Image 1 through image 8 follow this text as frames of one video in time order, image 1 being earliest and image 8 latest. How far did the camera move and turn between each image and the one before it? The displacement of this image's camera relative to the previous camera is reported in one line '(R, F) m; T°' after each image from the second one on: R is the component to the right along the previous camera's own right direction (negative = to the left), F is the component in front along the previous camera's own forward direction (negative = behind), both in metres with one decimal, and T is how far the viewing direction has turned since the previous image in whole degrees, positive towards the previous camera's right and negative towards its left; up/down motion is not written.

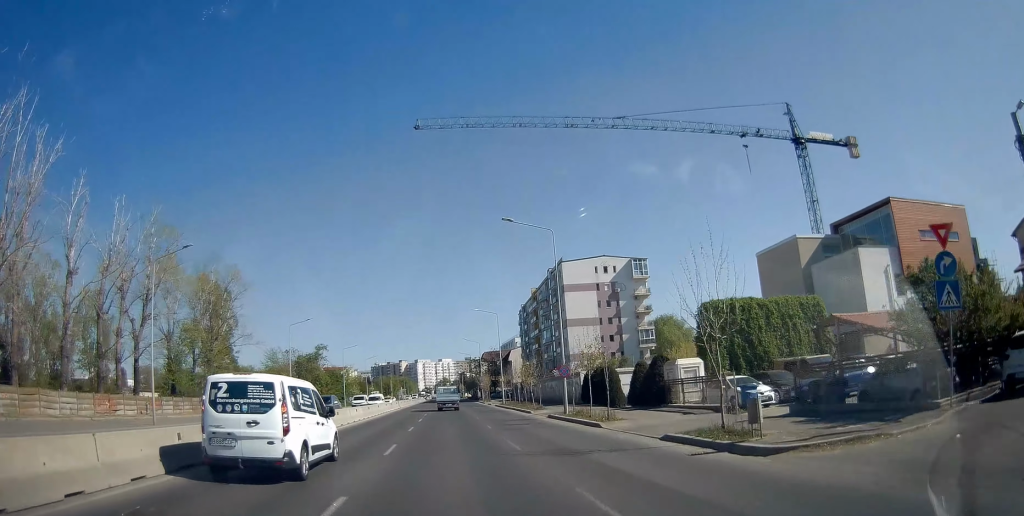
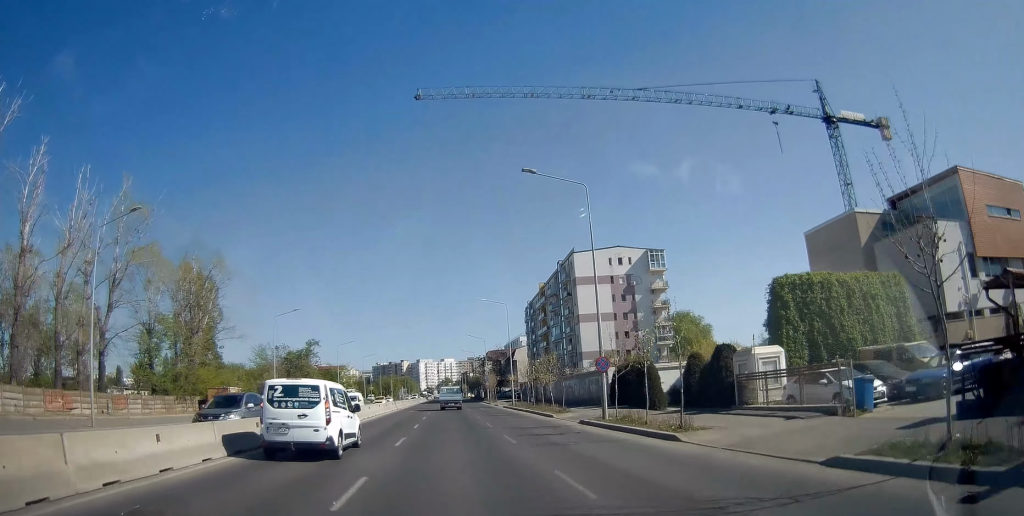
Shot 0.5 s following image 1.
(0.0, +7.1) m; 0°
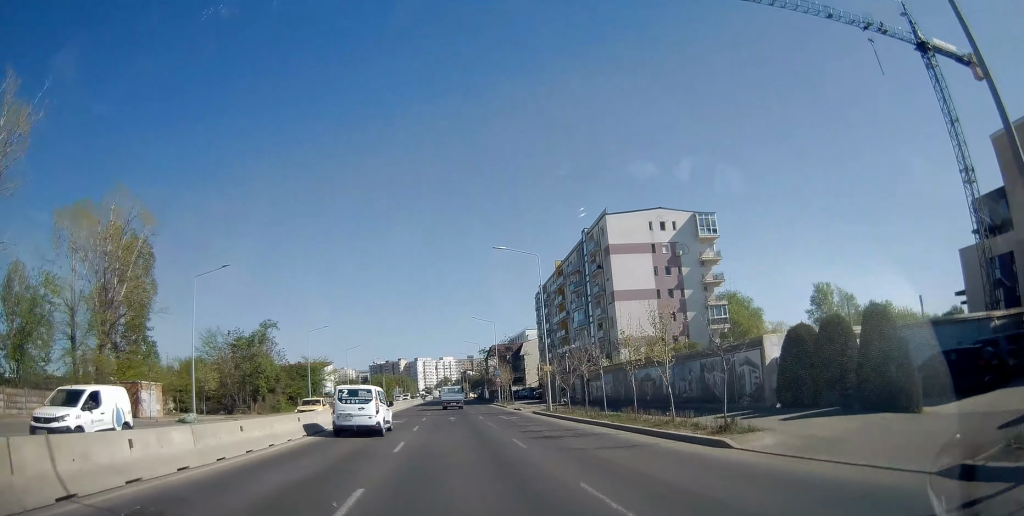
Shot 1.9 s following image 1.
(-0.1, +19.4) m; -1°
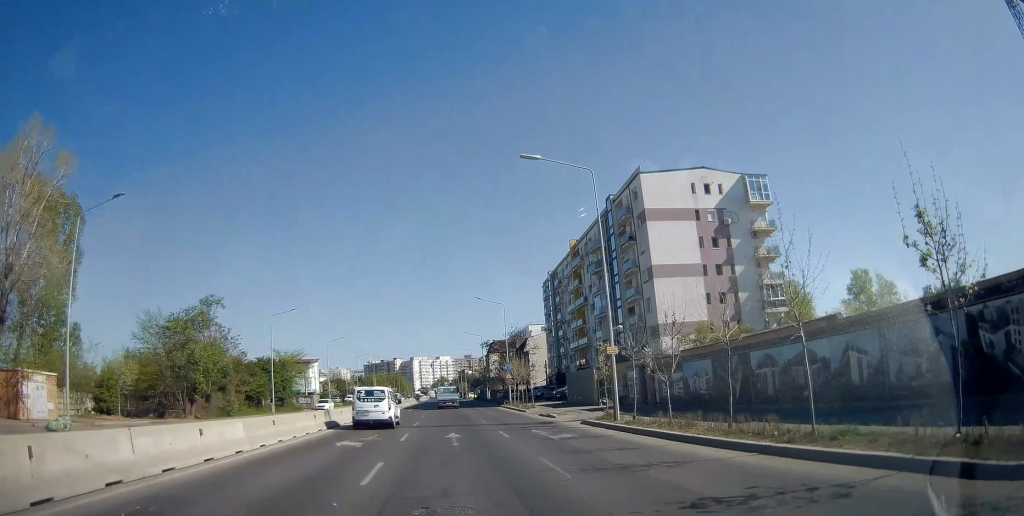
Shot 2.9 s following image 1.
(-0.1, +14.3) m; 0°
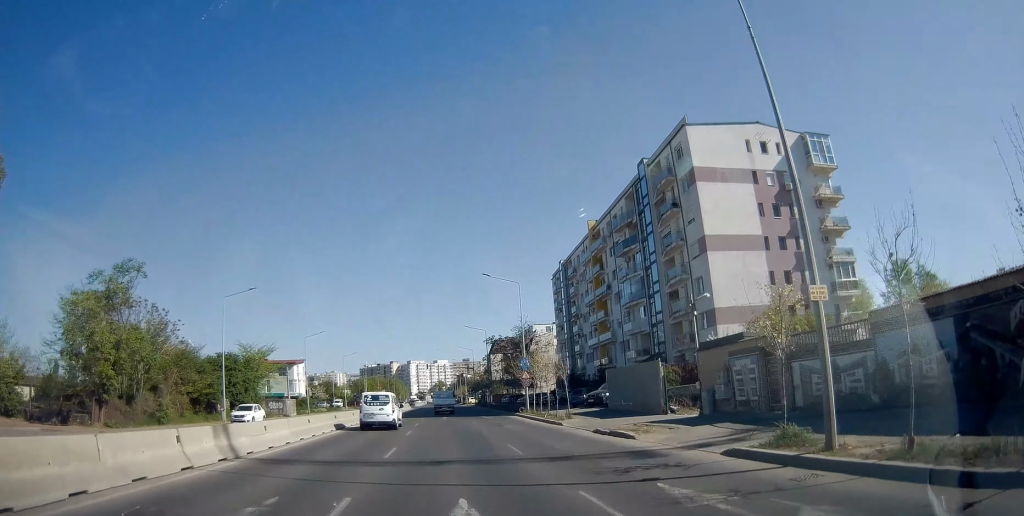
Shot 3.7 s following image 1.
(0.0, +12.6) m; 0°
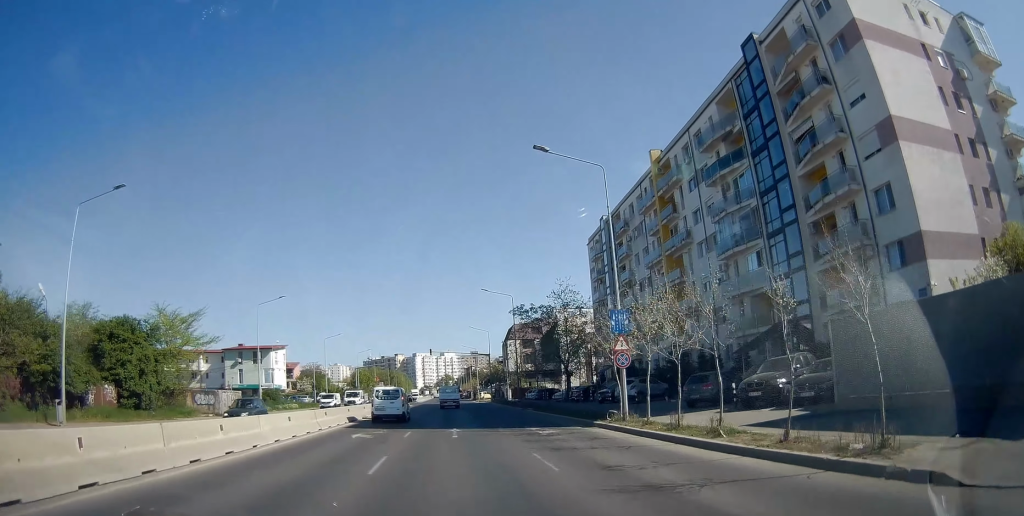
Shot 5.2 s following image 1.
(+0.2, +21.8) m; 0°
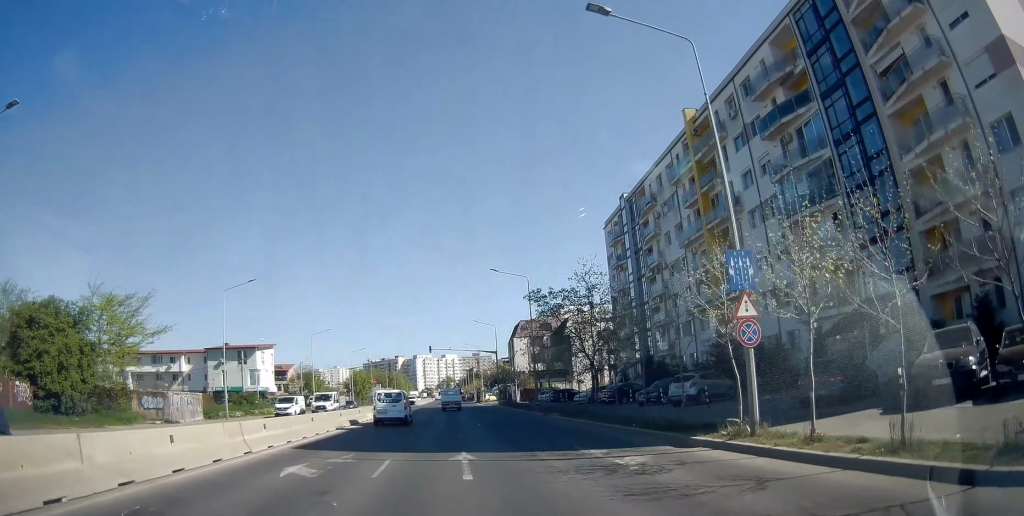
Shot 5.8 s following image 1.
(0.0, +9.0) m; 0°
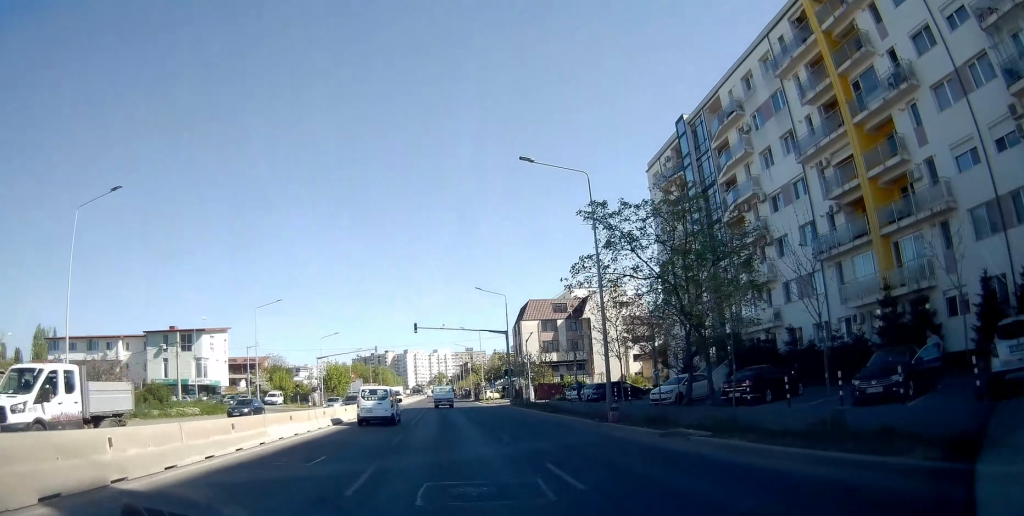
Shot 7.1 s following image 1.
(-0.1, +20.2) m; 0°
